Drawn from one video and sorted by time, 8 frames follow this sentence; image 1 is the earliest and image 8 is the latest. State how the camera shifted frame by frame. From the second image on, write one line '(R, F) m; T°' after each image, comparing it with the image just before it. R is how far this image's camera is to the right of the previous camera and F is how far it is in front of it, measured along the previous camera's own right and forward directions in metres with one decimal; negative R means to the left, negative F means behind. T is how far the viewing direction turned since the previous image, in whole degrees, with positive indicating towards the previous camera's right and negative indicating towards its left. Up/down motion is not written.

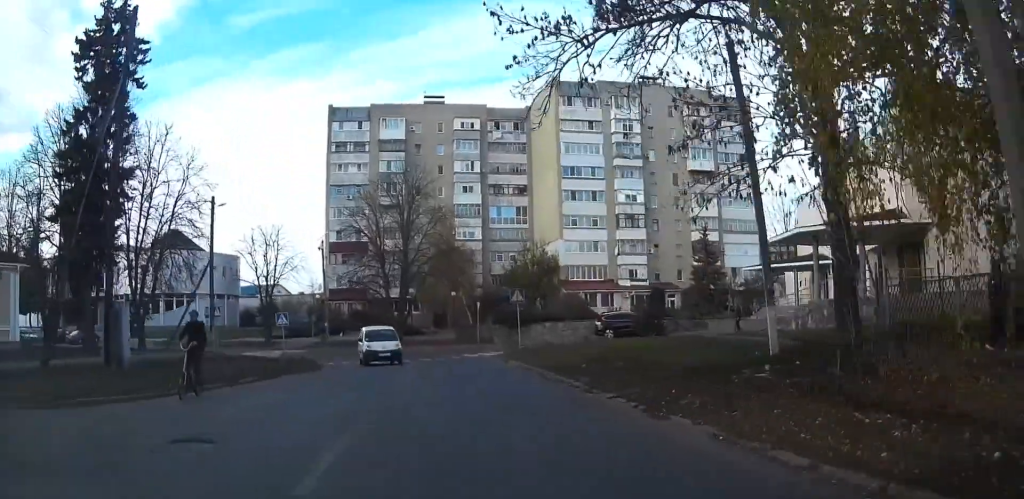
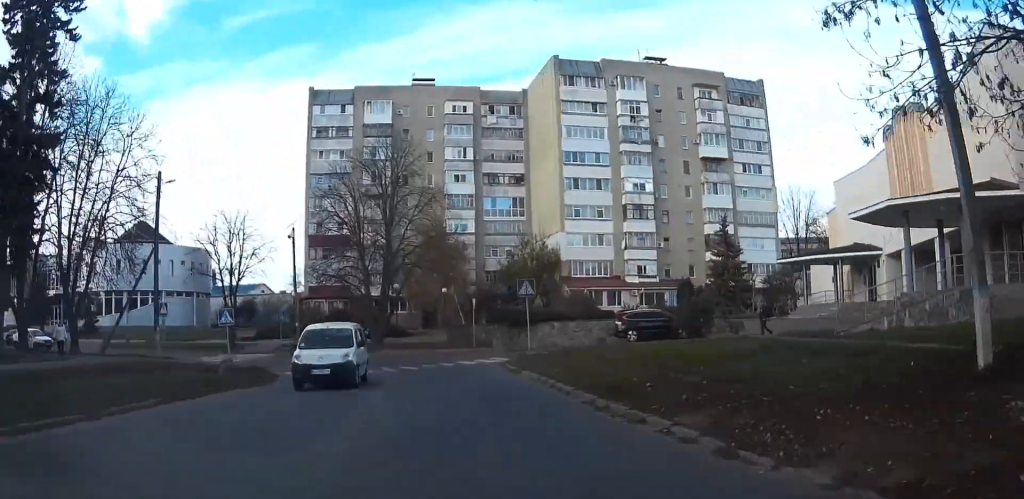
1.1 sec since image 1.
(+0.1, +7.9) m; +1°
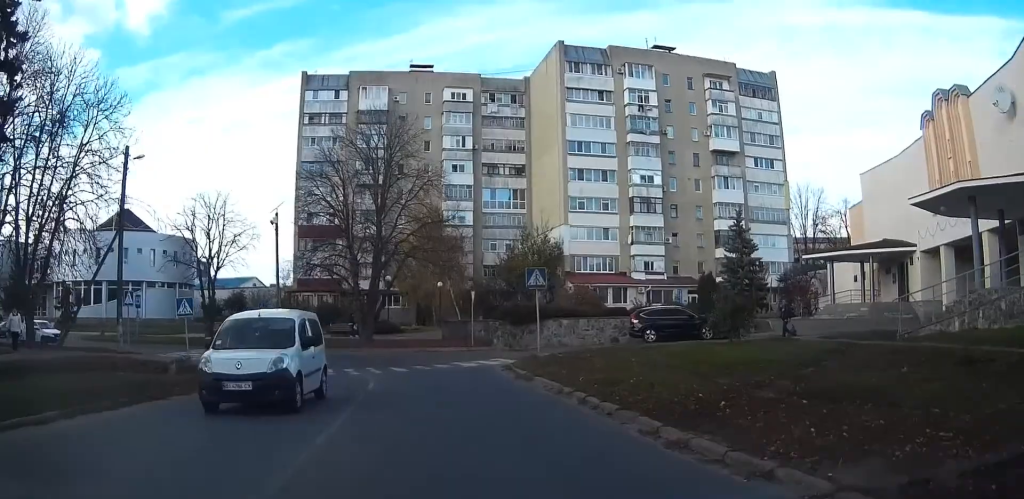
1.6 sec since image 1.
(0.0, +4.2) m; 0°
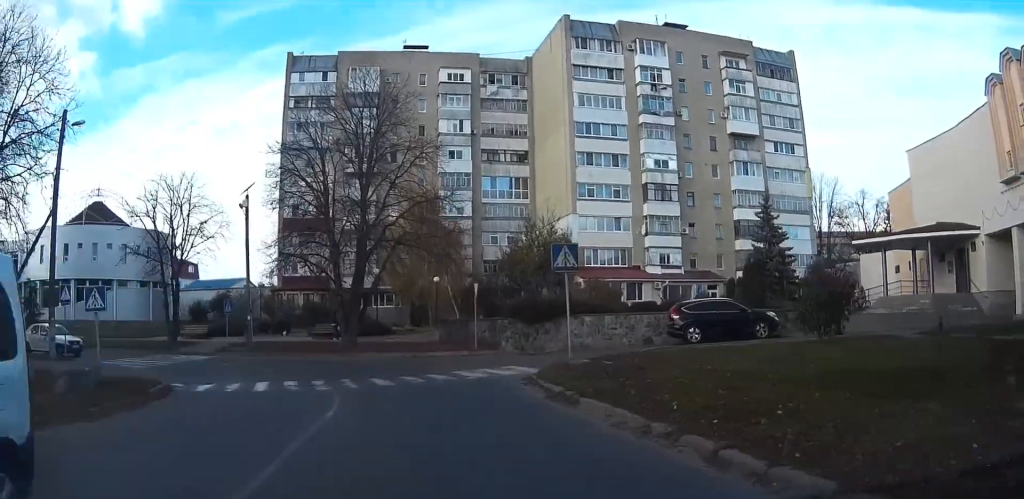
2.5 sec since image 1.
(-0.1, +6.4) m; -1°
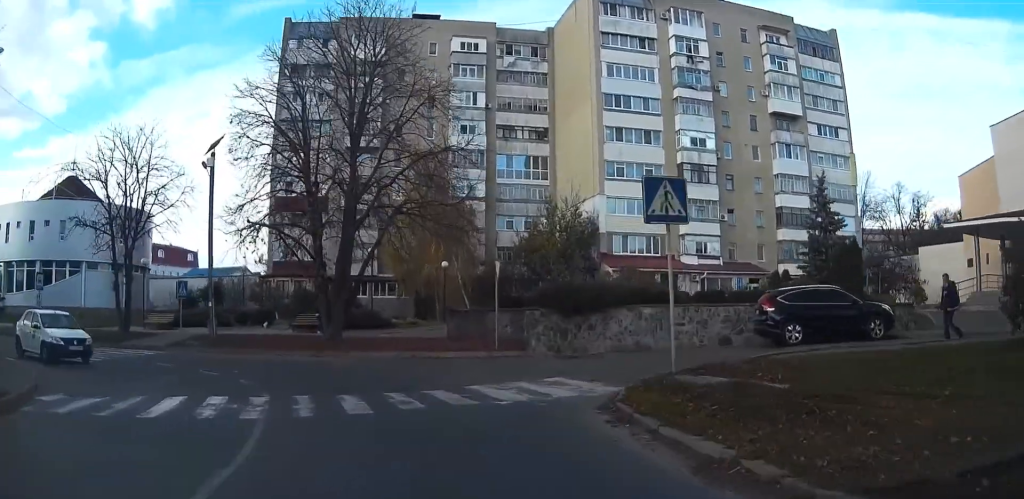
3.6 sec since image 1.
(-0.1, +7.8) m; -5°
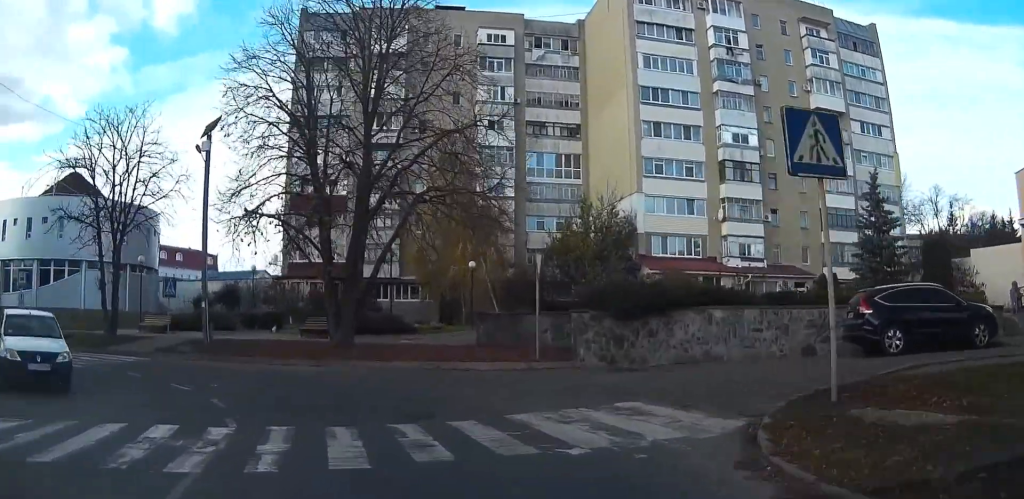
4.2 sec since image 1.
(-0.2, +4.1) m; -6°
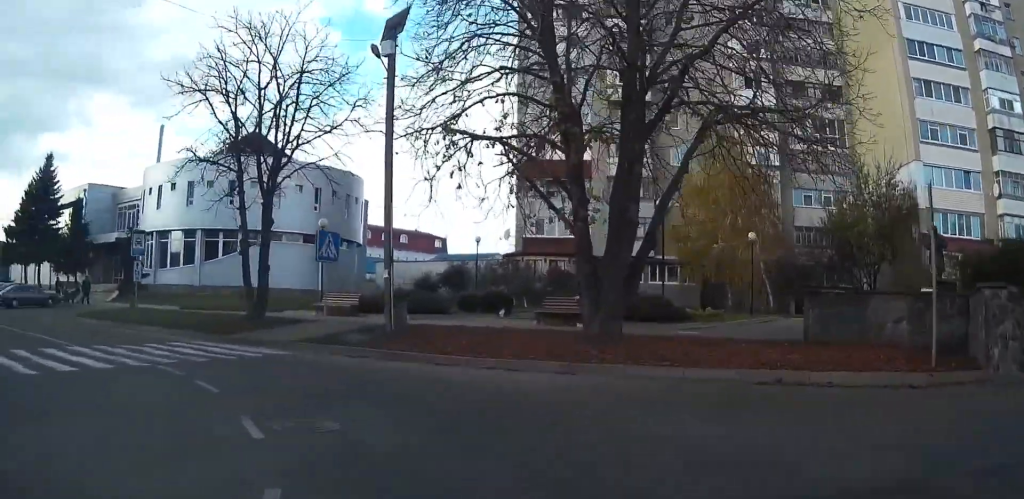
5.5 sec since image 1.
(-1.5, +8.8) m; -21°
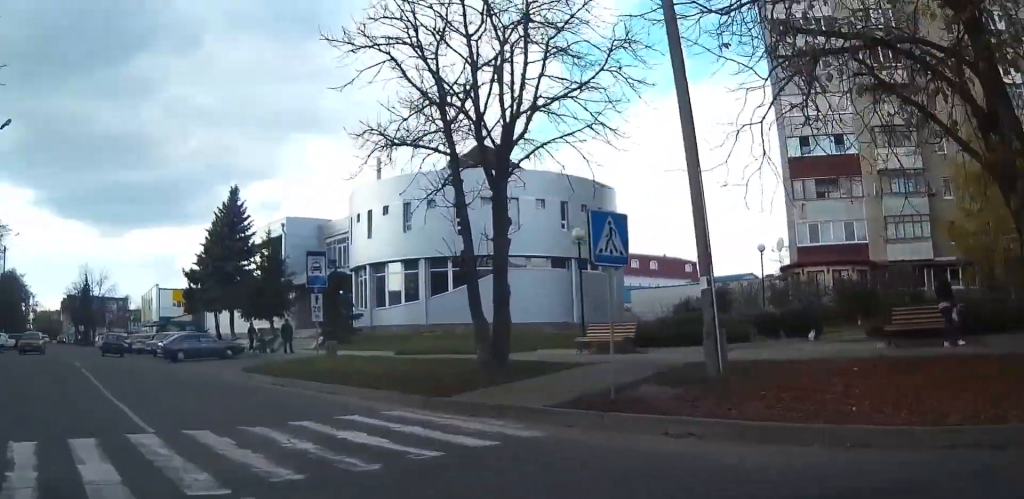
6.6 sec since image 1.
(-1.1, +7.2) m; -15°
